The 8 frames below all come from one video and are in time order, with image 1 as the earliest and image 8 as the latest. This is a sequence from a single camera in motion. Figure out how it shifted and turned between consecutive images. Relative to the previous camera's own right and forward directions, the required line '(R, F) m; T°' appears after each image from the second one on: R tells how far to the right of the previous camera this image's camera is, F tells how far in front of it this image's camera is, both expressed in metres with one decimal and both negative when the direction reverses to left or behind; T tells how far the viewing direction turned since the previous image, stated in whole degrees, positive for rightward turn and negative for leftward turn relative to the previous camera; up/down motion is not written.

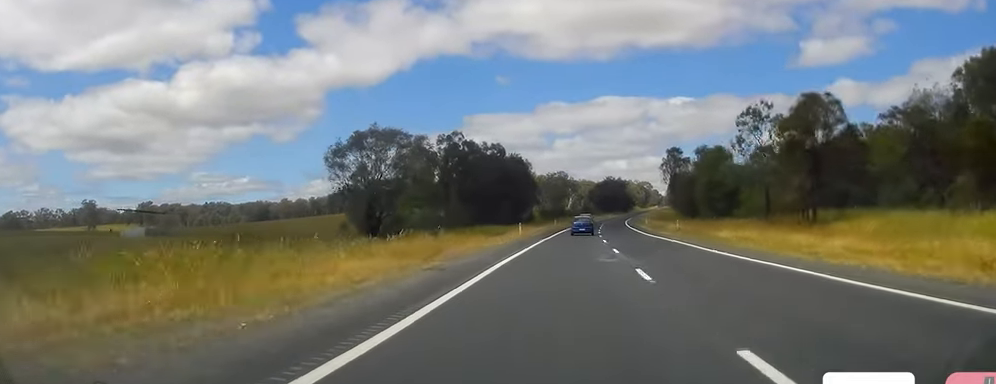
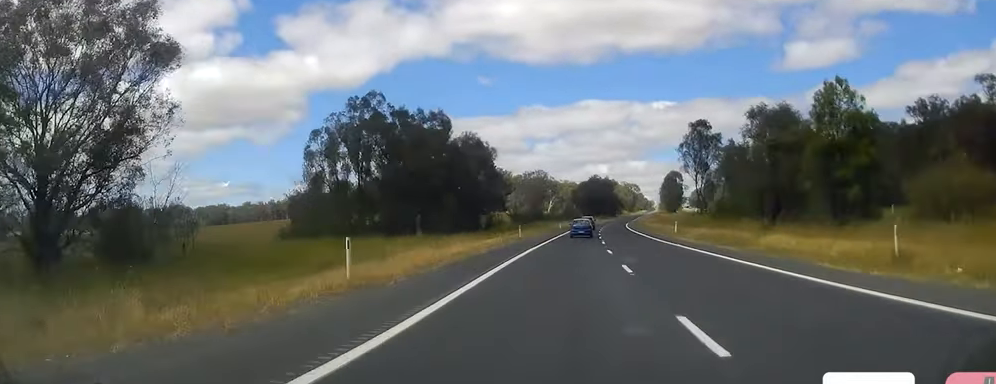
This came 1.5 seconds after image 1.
(+1.1, +43.8) m; +3°
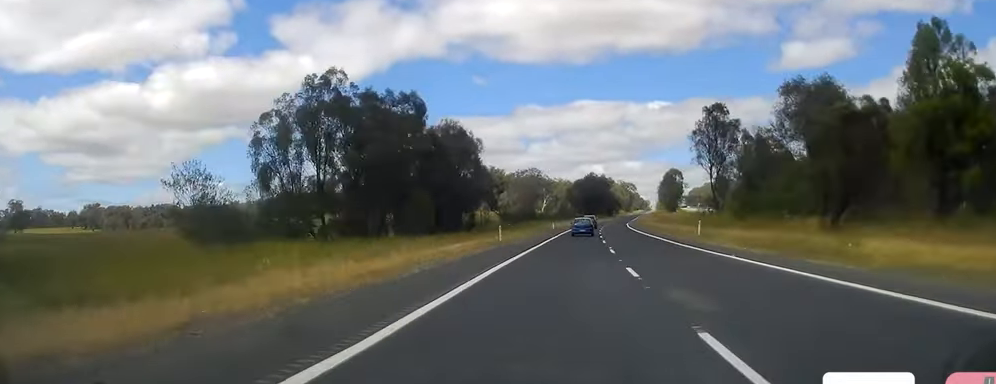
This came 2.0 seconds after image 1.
(+0.1, +13.3) m; 0°
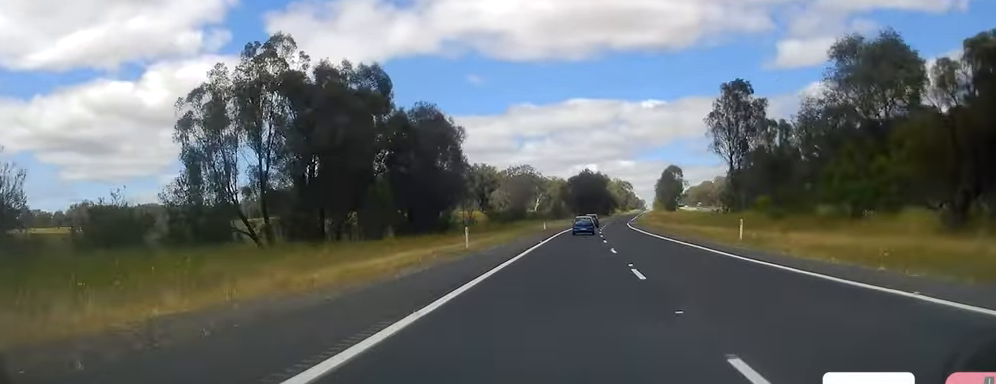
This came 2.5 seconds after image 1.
(0.0, +13.3) m; 0°
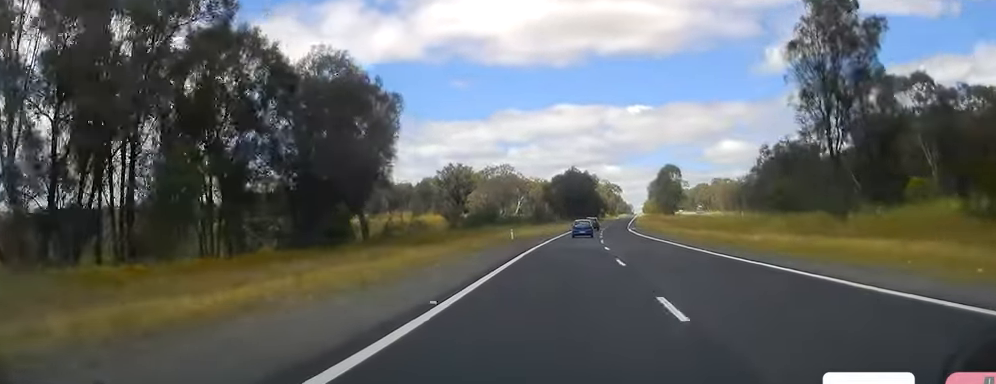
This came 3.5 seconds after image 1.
(0.0, +30.4) m; 0°
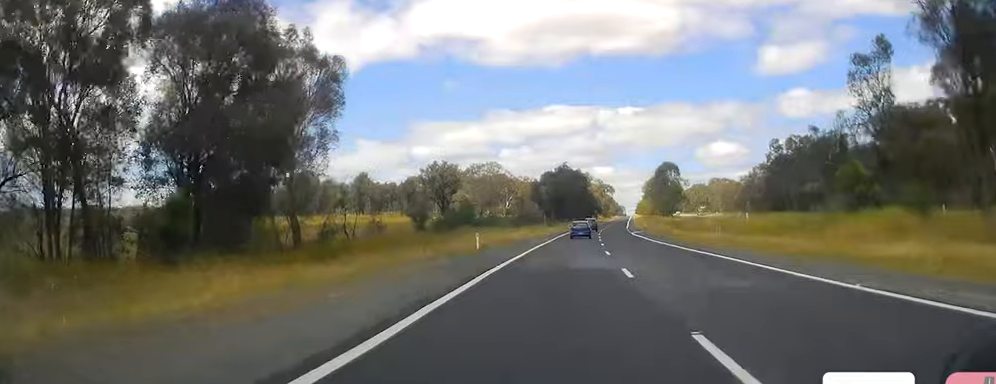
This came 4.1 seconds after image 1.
(0.0, +16.1) m; +1°
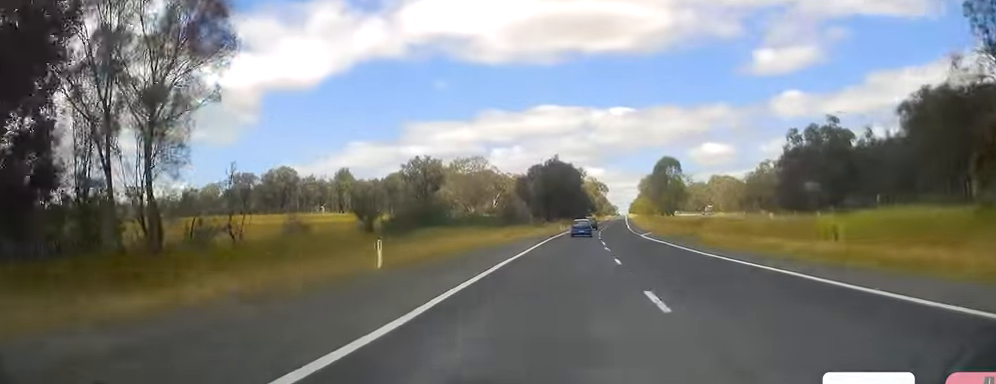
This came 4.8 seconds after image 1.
(+0.2, +19.0) m; +1°
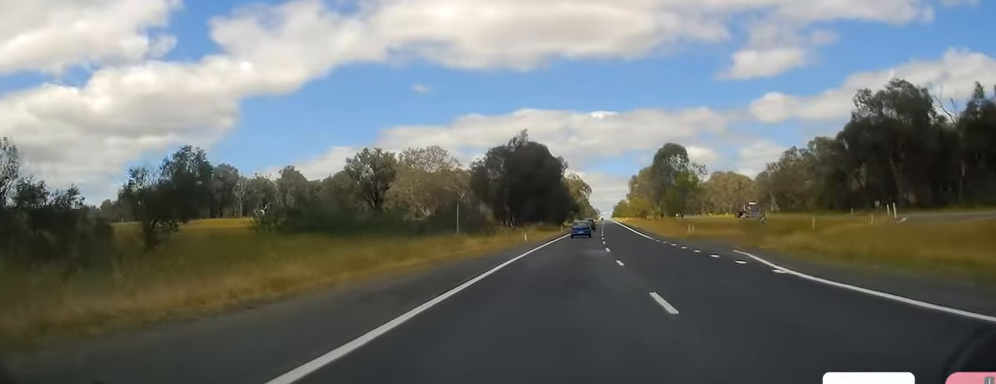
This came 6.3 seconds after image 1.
(+1.2, +44.5) m; +2°
